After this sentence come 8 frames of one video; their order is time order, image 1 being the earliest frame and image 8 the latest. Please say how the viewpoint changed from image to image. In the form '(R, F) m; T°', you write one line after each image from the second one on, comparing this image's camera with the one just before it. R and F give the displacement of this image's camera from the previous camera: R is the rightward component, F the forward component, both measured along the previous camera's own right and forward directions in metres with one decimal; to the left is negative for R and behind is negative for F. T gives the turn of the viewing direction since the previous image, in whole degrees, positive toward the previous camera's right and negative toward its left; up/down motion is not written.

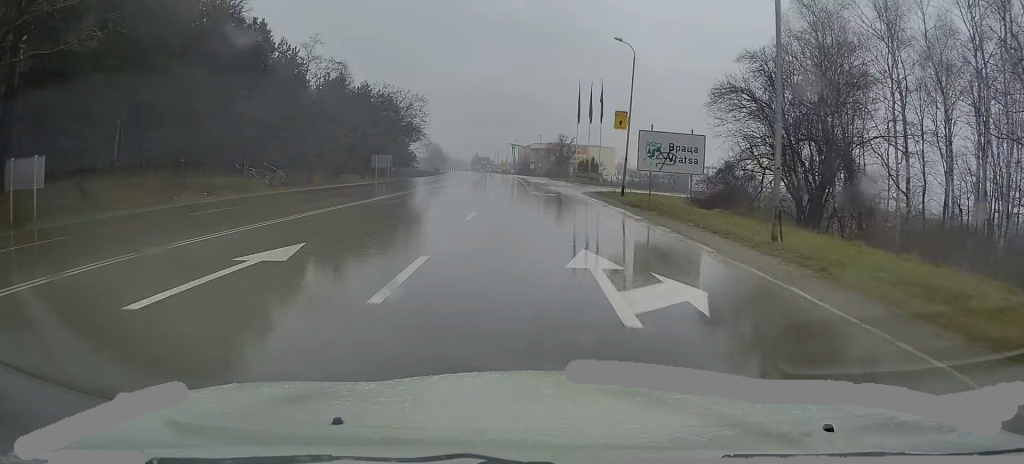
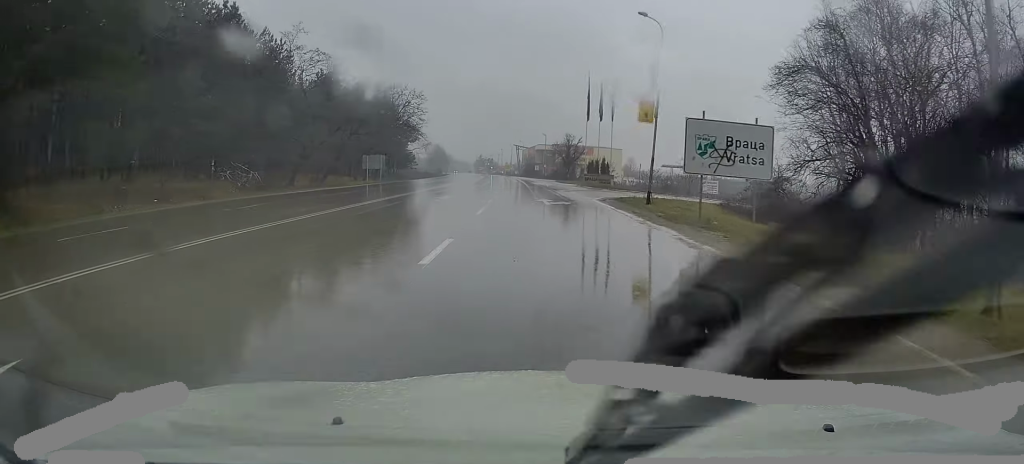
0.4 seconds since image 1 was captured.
(+0.1, +6.6) m; -1°
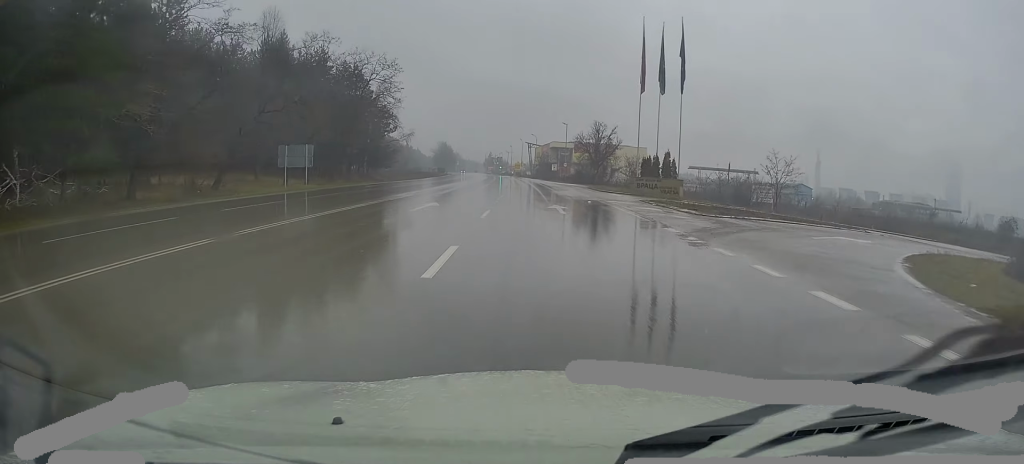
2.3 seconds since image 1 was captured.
(-0.6, +27.9) m; -3°
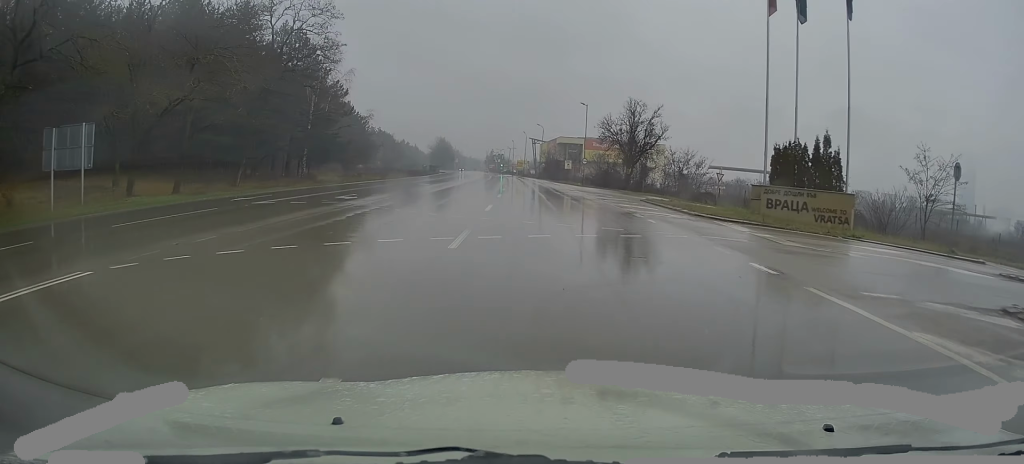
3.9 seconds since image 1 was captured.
(-0.7, +24.1) m; -2°
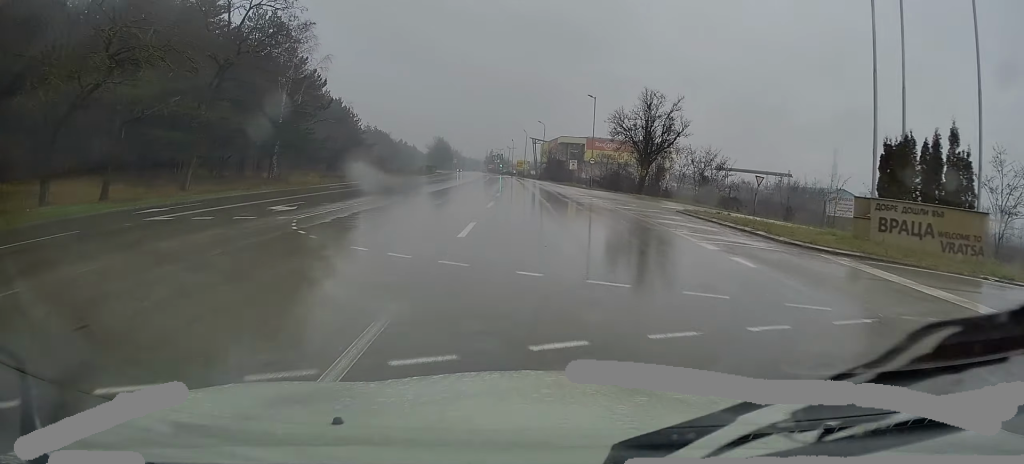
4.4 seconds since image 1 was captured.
(0.0, +7.3) m; +1°
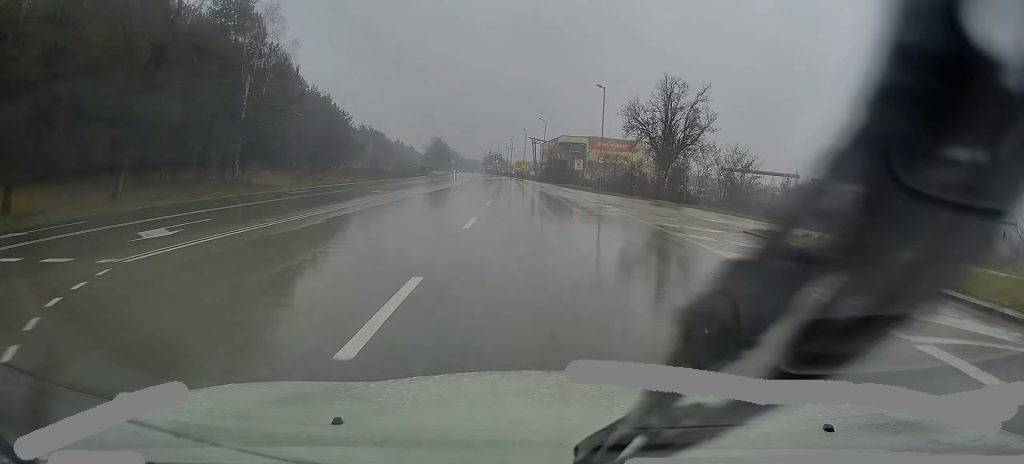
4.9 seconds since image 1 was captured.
(+0.1, +7.2) m; 0°
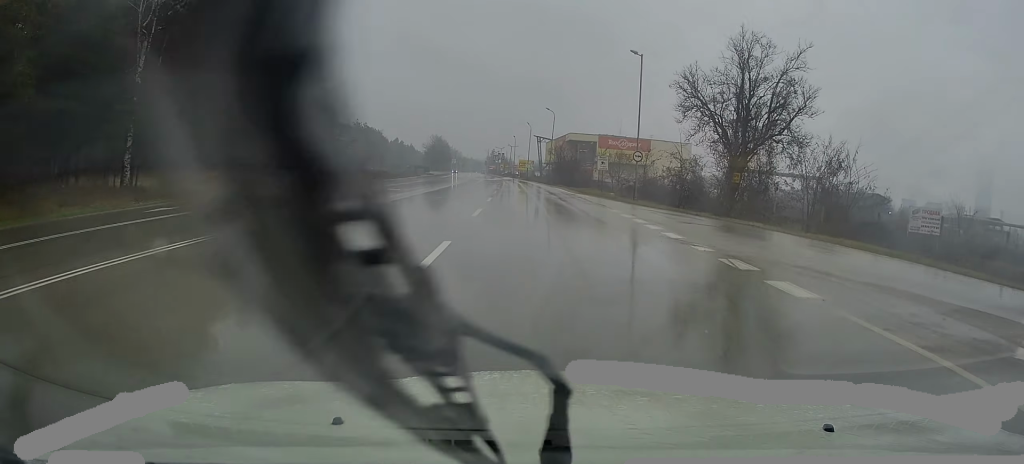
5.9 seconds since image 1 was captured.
(+0.2, +14.4) m; 0°
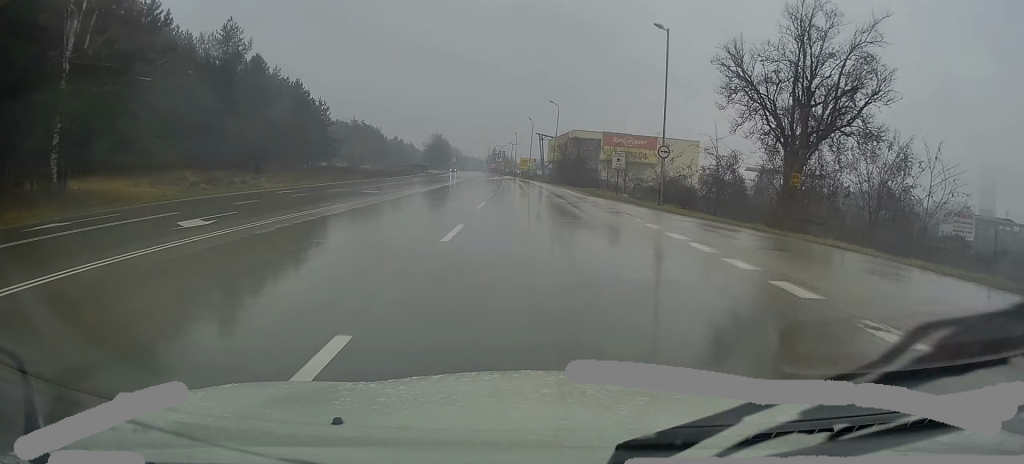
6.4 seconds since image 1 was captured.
(-0.1, +6.2) m; 0°
